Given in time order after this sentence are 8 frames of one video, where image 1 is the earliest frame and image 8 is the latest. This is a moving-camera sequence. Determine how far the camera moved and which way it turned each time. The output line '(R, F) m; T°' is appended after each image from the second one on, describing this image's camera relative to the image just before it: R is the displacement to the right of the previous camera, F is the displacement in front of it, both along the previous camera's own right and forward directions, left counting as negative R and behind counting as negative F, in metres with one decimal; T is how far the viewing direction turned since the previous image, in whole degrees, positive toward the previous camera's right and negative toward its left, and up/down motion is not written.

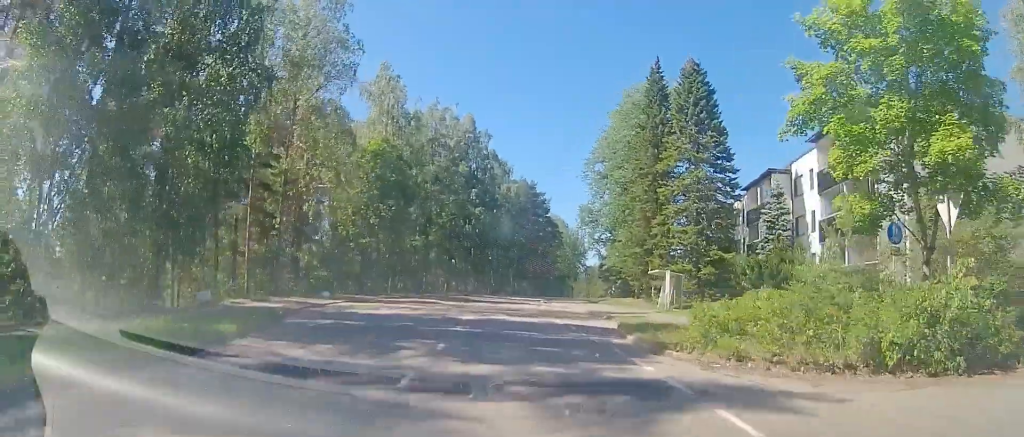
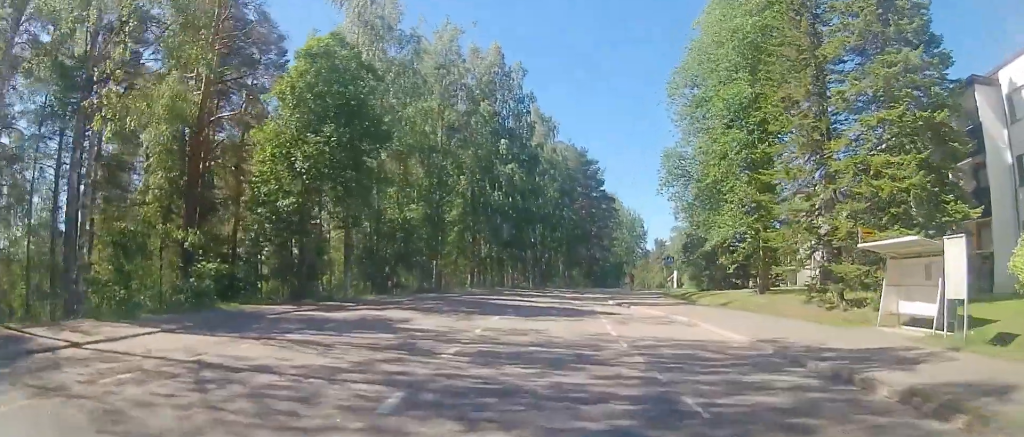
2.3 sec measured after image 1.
(-2.2, +18.9) m; -9°
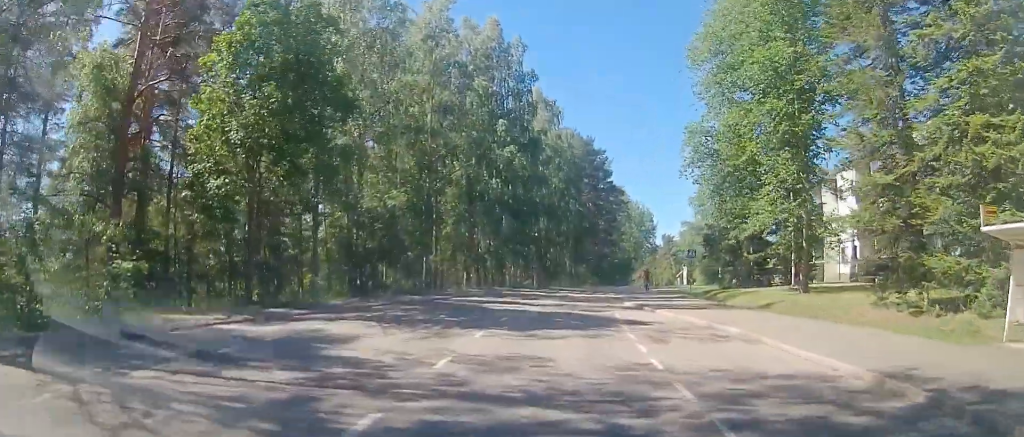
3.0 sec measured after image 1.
(+0.1, +5.2) m; +1°
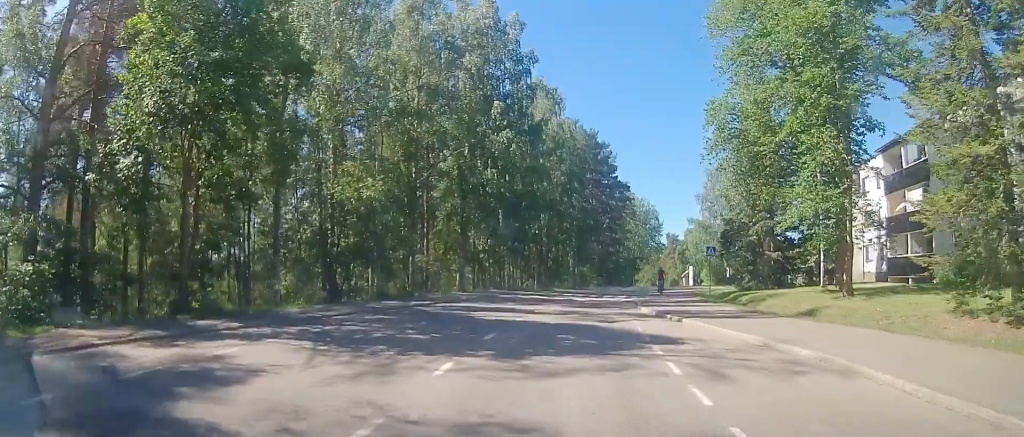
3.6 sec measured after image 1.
(0.0, +4.3) m; +1°
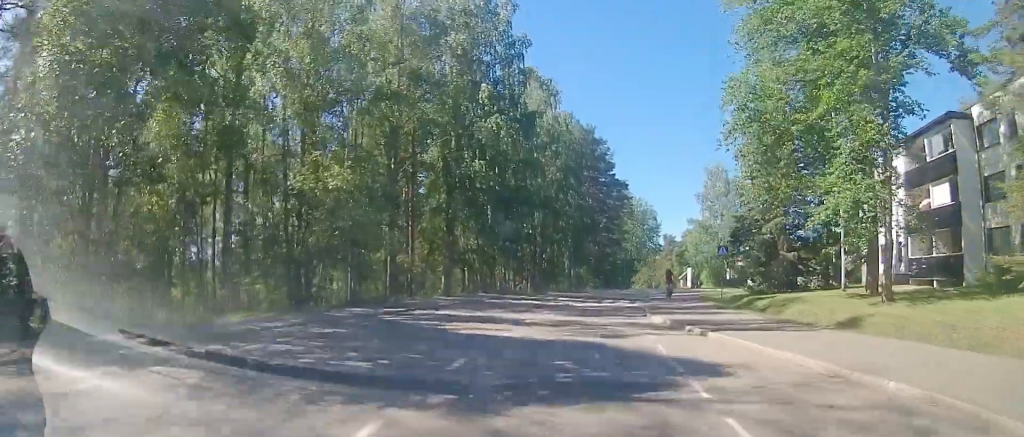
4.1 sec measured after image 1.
(-0.1, +3.4) m; +2°
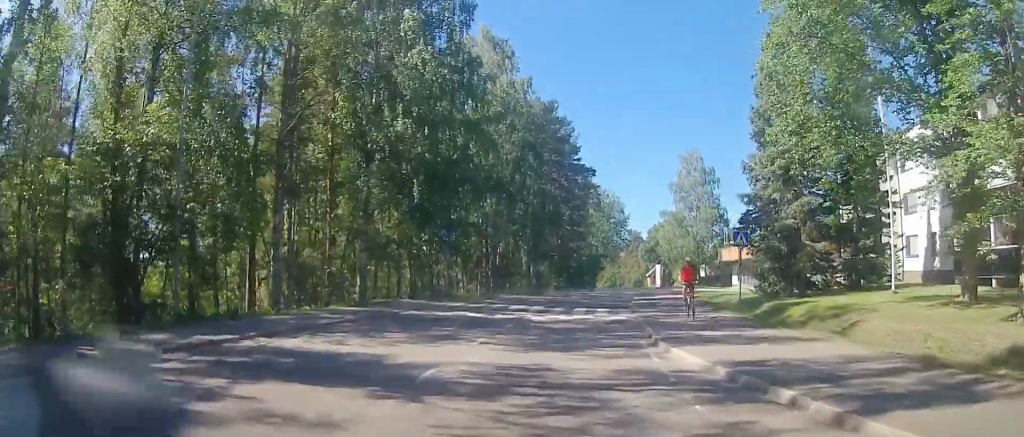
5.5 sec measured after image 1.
(+0.5, +8.2) m; +5°
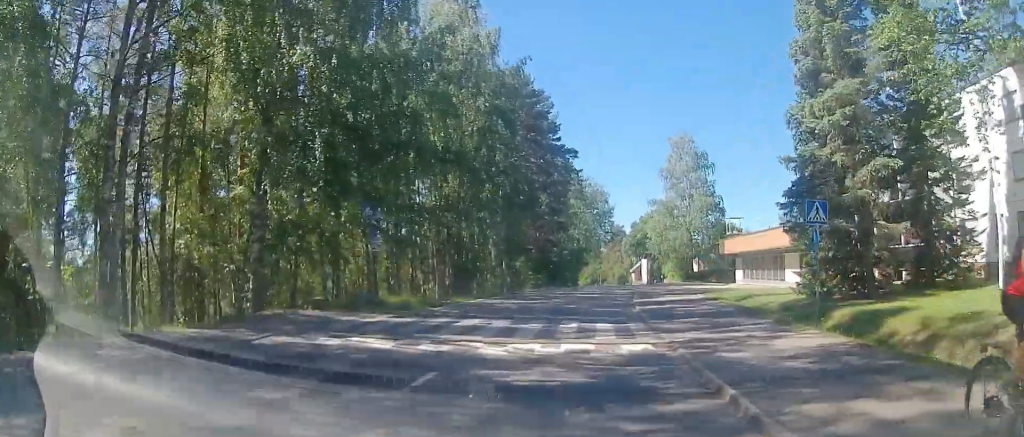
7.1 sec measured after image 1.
(-0.2, +7.4) m; -1°
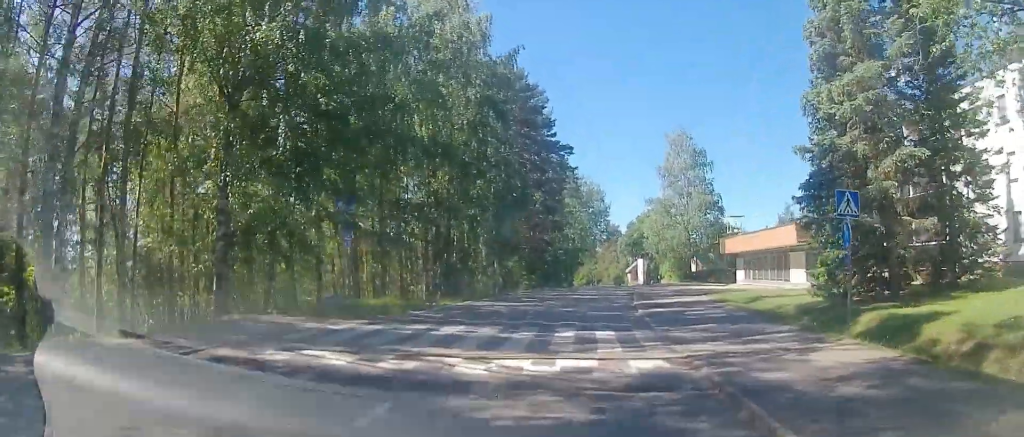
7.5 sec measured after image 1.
(0.0, +1.7) m; +1°
